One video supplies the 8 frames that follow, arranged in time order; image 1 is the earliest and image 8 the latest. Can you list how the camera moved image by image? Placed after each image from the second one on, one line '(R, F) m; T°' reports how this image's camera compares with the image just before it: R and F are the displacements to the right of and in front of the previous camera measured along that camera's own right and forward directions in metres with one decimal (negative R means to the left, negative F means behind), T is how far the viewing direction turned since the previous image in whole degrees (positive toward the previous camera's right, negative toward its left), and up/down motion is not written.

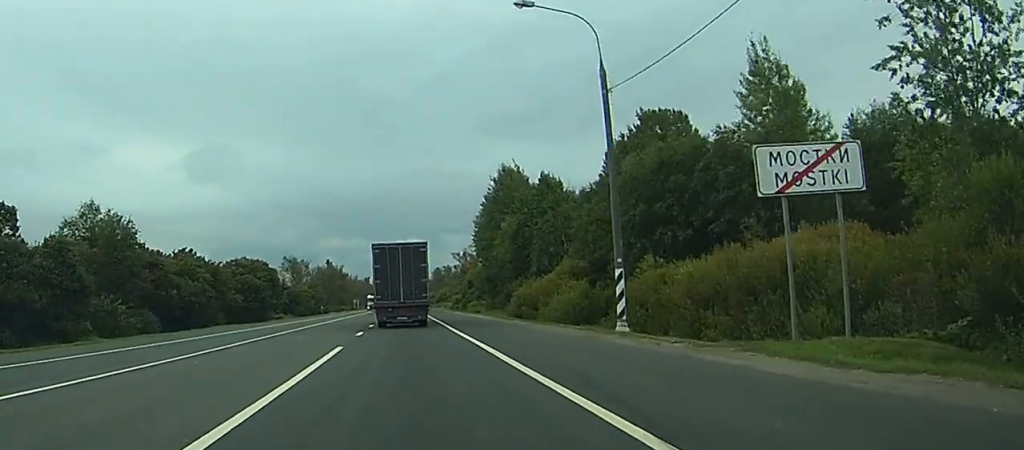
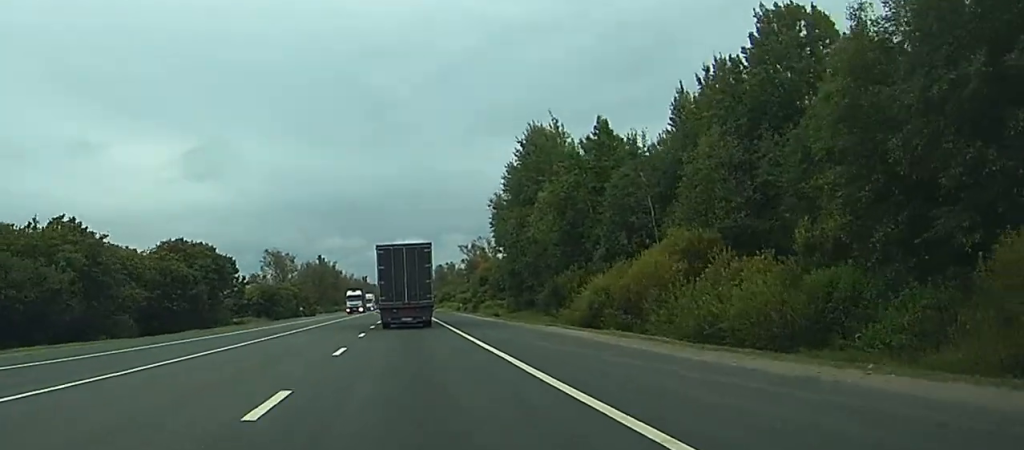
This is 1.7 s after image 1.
(-0.2, +35.8) m; 0°
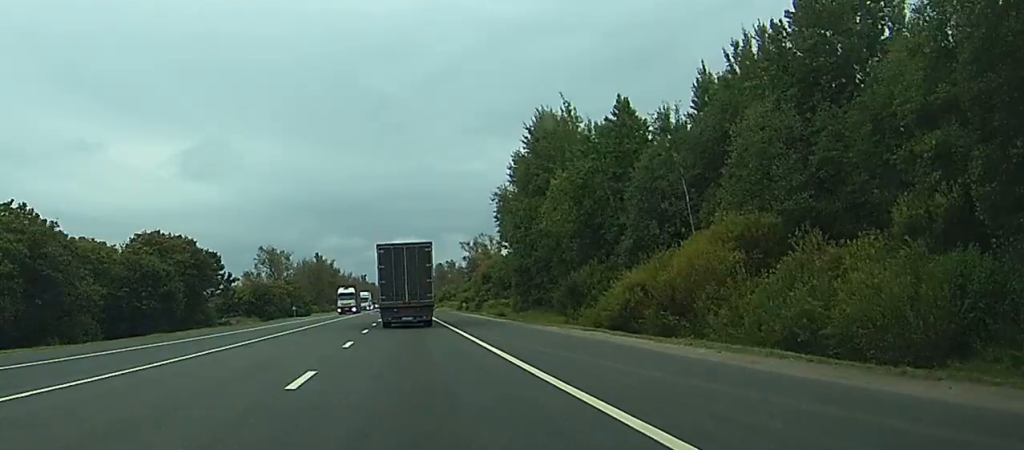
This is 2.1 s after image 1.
(0.0, +8.5) m; 0°
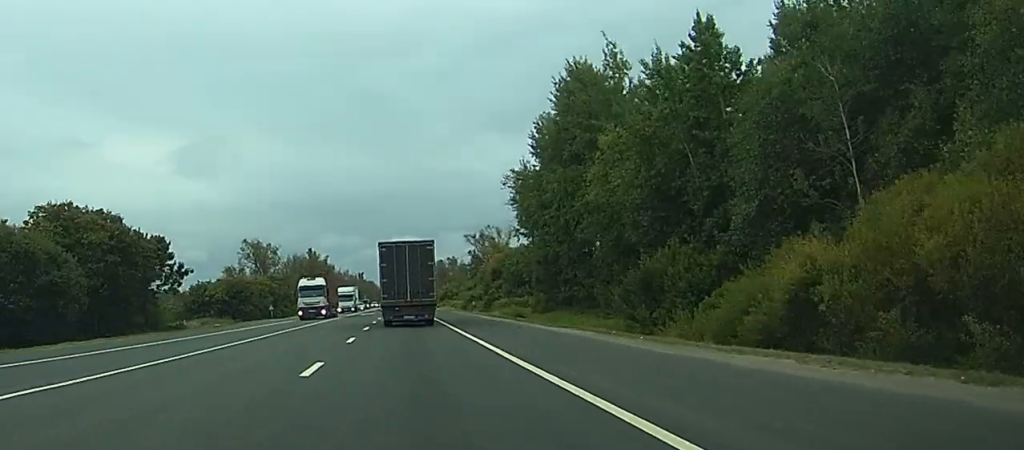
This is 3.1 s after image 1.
(0.0, +22.0) m; 0°
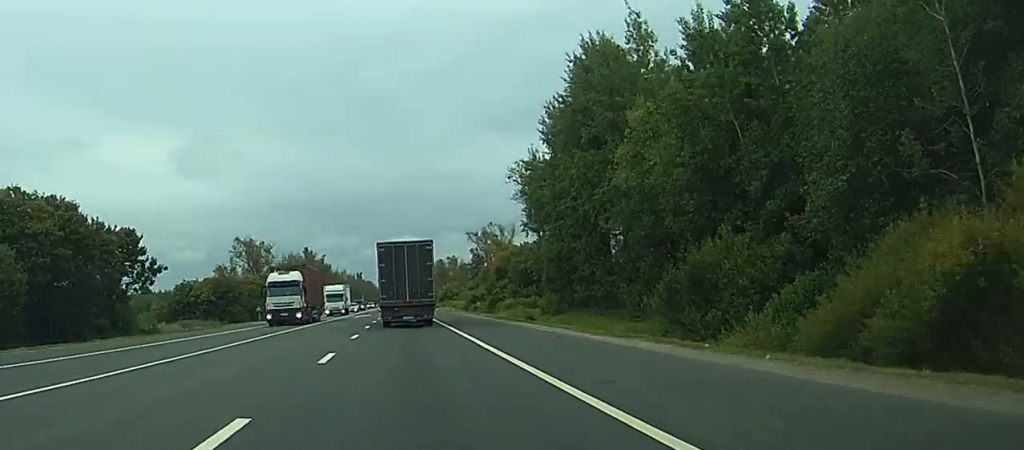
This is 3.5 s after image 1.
(0.0, +8.5) m; 0°
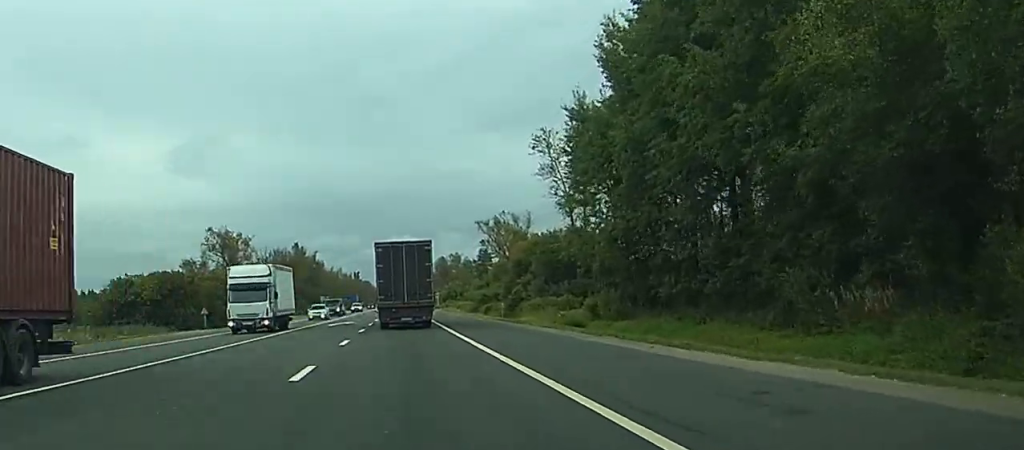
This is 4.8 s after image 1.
(+0.1, +28.0) m; 0°
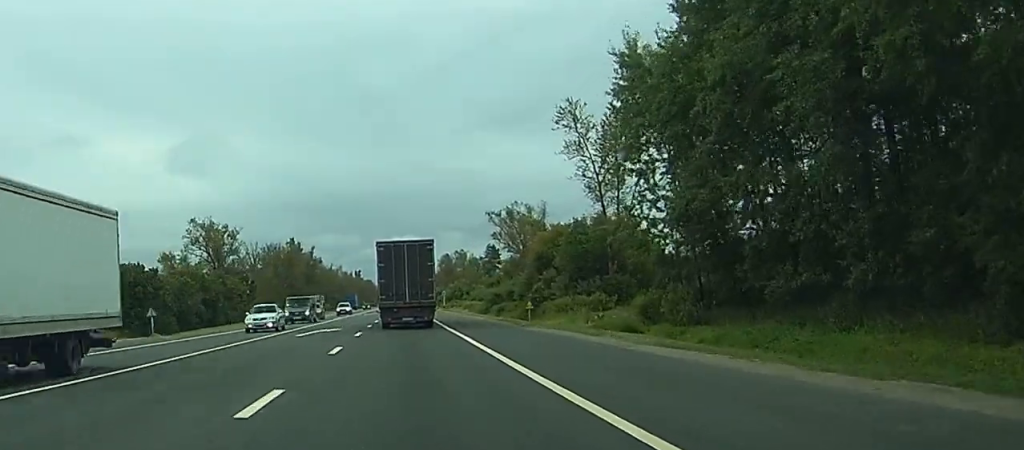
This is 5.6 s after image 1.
(0.0, +16.6) m; 0°
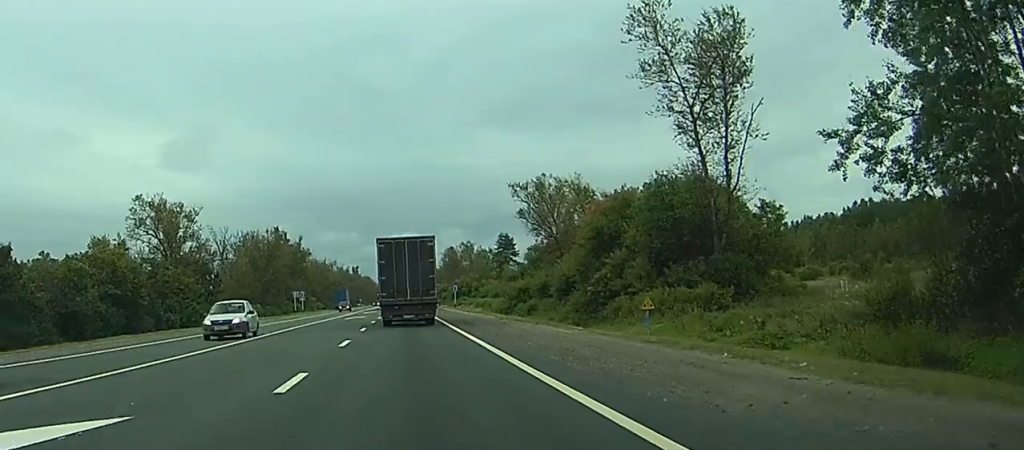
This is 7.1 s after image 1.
(+0.5, +33.4) m; +1°
